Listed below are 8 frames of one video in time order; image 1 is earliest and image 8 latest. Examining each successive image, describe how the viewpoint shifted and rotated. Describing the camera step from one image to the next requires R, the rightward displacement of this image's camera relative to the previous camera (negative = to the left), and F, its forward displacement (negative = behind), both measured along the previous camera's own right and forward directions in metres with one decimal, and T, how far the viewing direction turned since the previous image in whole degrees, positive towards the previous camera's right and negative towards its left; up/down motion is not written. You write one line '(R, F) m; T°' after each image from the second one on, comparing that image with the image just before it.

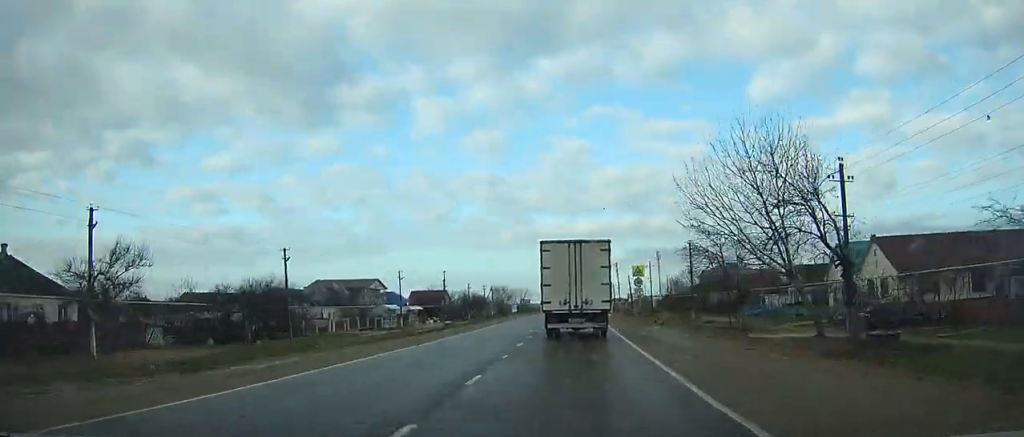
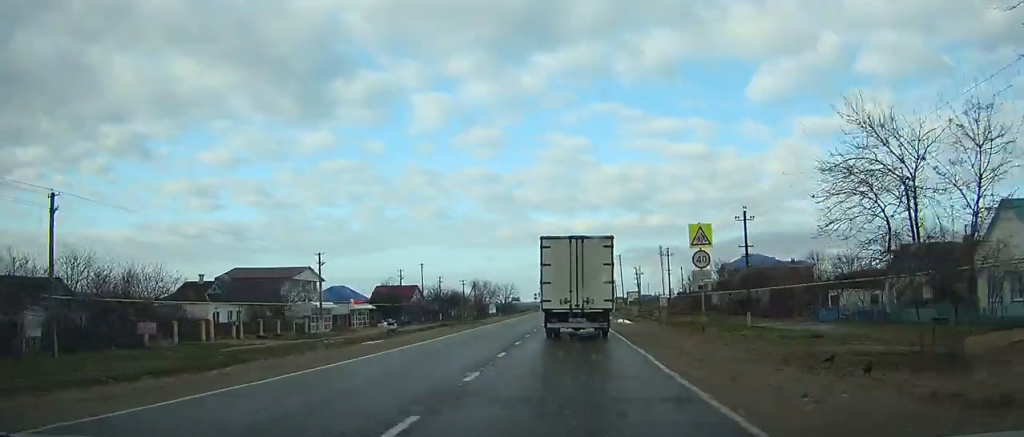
(-0.1, +23.0) m; 0°
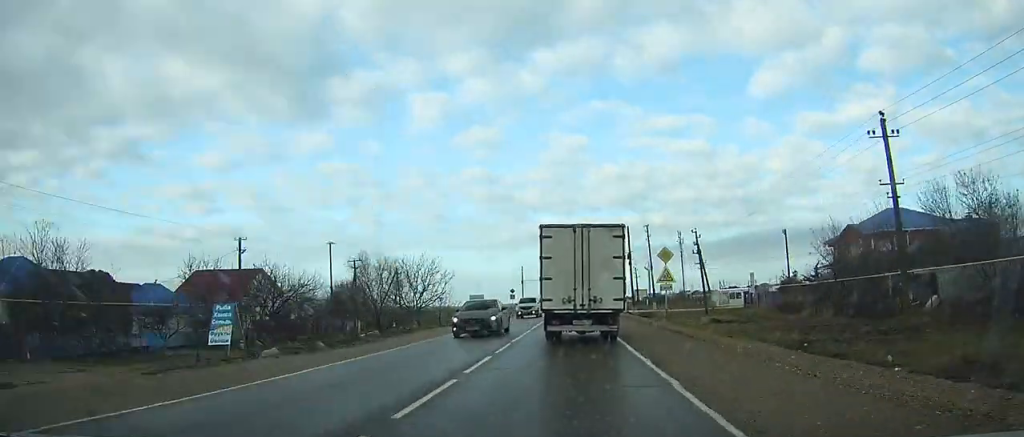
(-0.1, +58.2) m; 0°
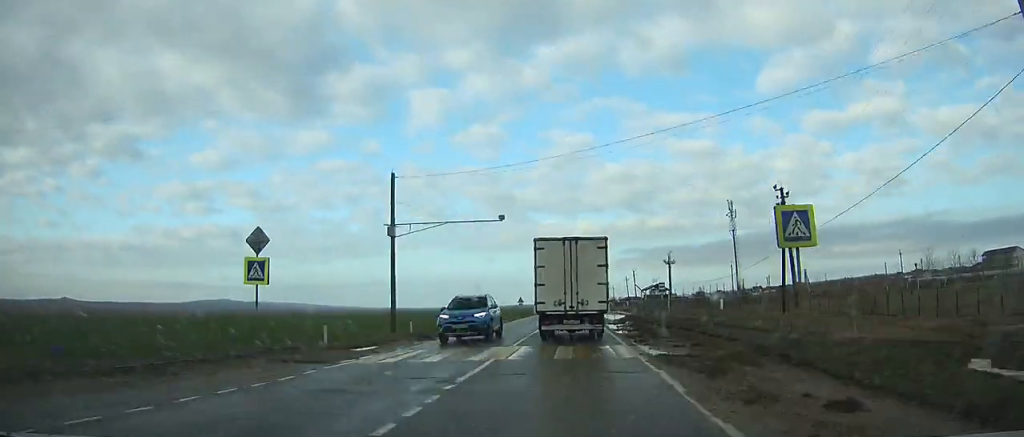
(+0.8, +86.5) m; 0°
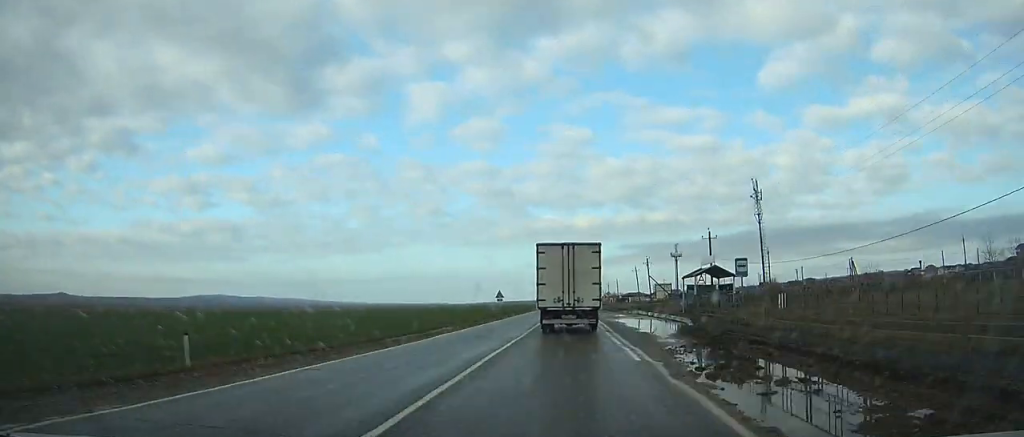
(-0.2, +28.1) m; 0°
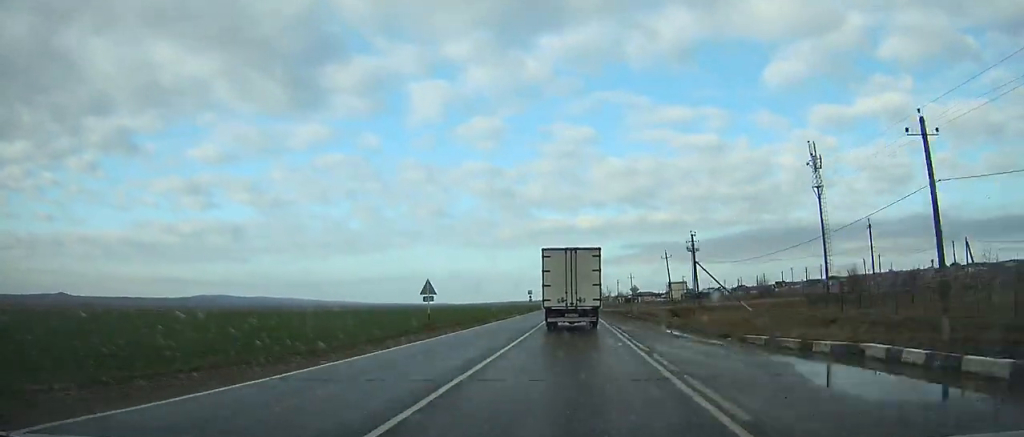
(-0.1, +37.5) m; 0°
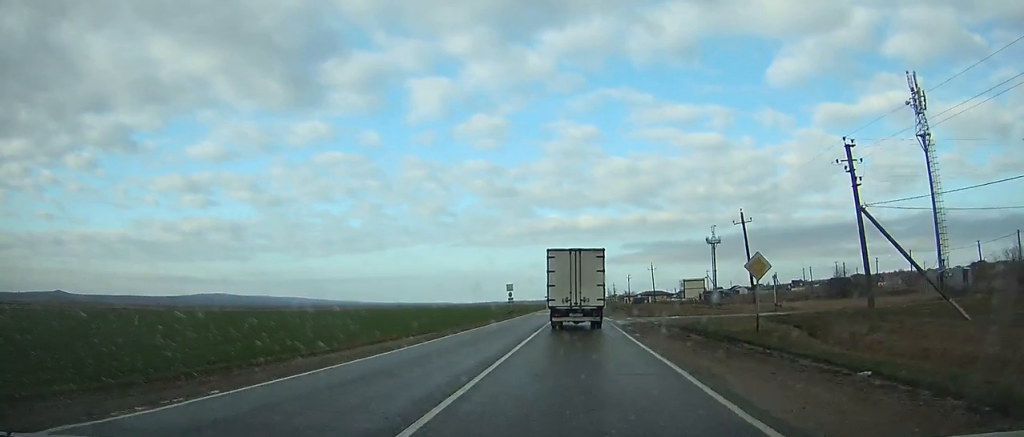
(0.0, +39.0) m; 0°
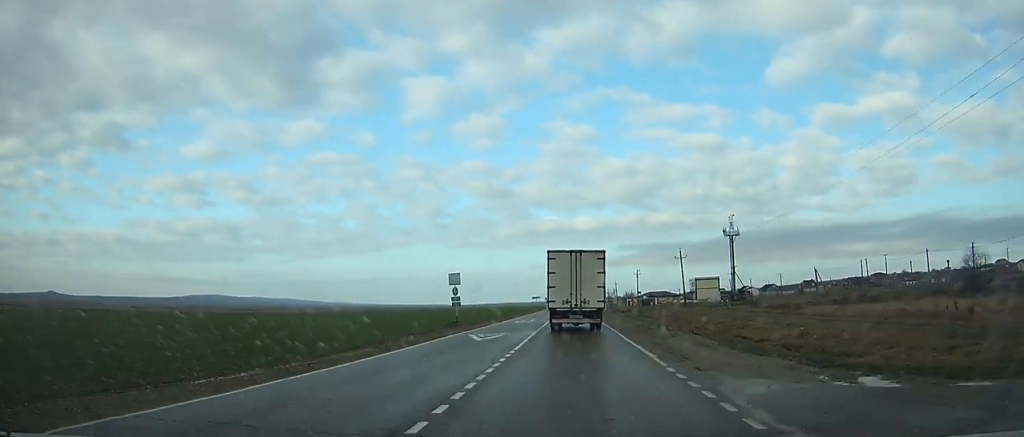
(0.0, +34.0) m; 0°
